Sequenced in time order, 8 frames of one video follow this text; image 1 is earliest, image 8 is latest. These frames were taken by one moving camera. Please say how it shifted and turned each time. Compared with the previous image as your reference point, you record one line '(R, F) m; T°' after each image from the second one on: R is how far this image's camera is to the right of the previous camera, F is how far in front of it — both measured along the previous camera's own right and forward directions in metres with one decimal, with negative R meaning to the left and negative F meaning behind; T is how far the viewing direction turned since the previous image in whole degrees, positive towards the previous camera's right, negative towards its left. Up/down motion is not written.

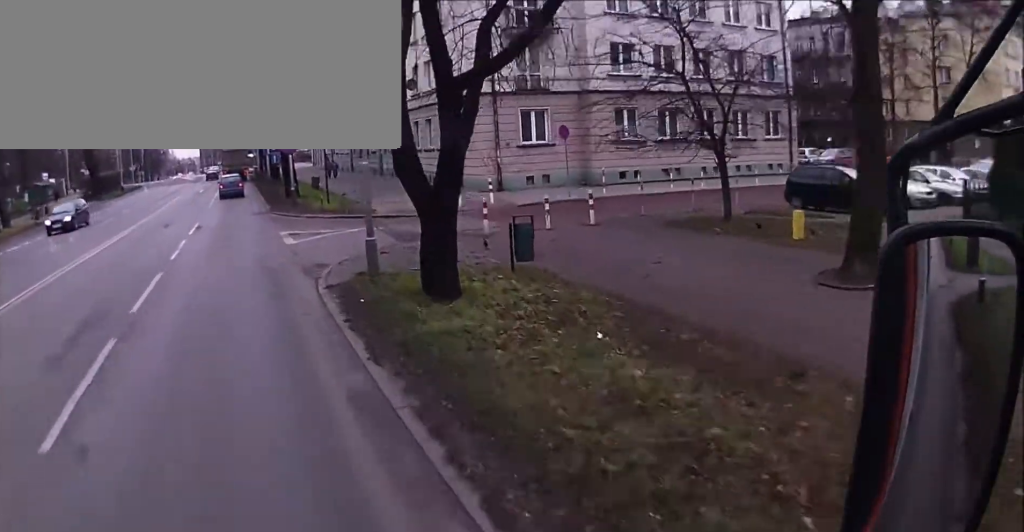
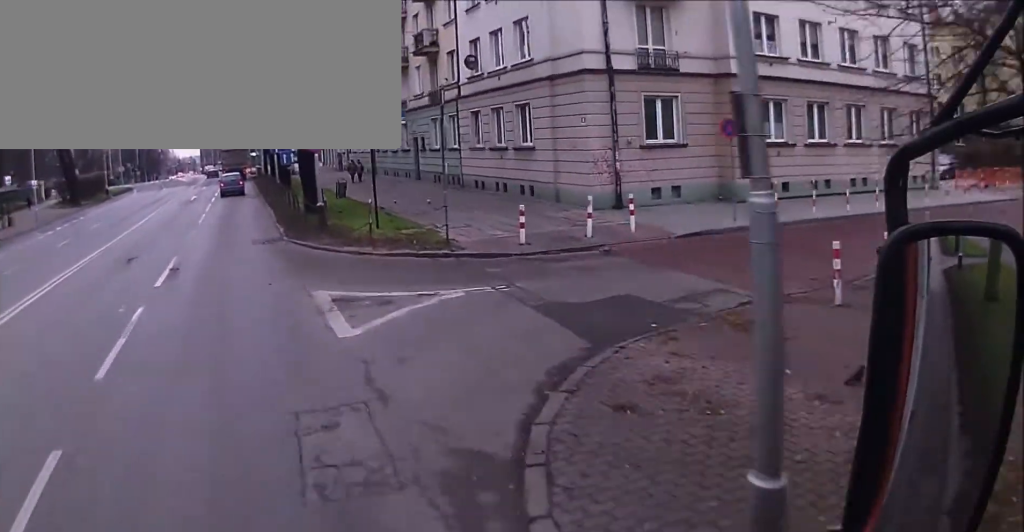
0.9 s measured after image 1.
(0.0, +9.8) m; 0°
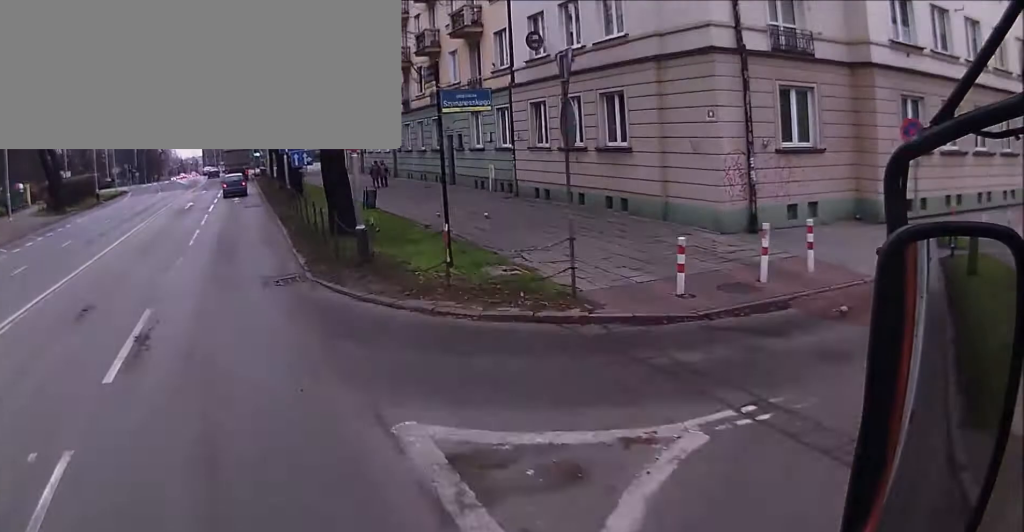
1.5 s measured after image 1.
(0.0, +6.1) m; 0°
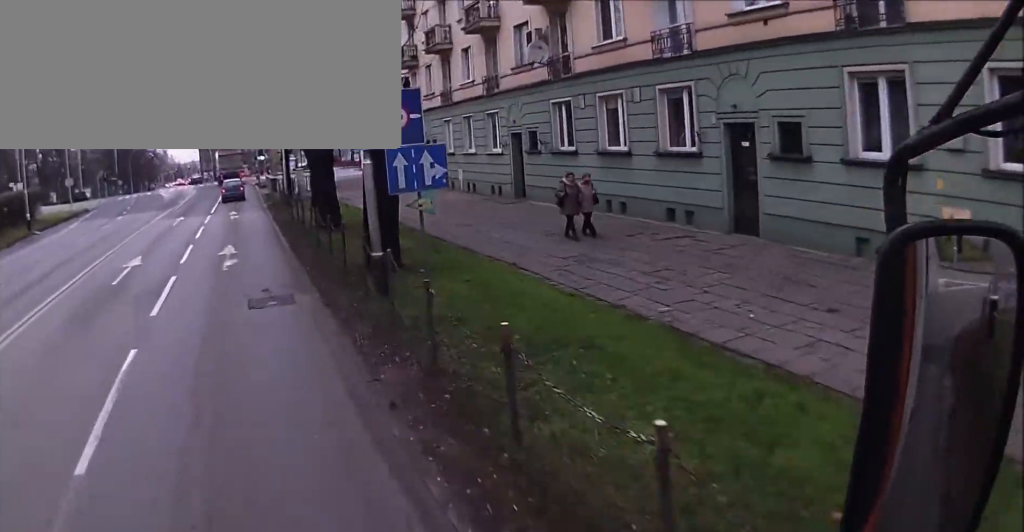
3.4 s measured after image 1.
(0.0, +21.3) m; -1°
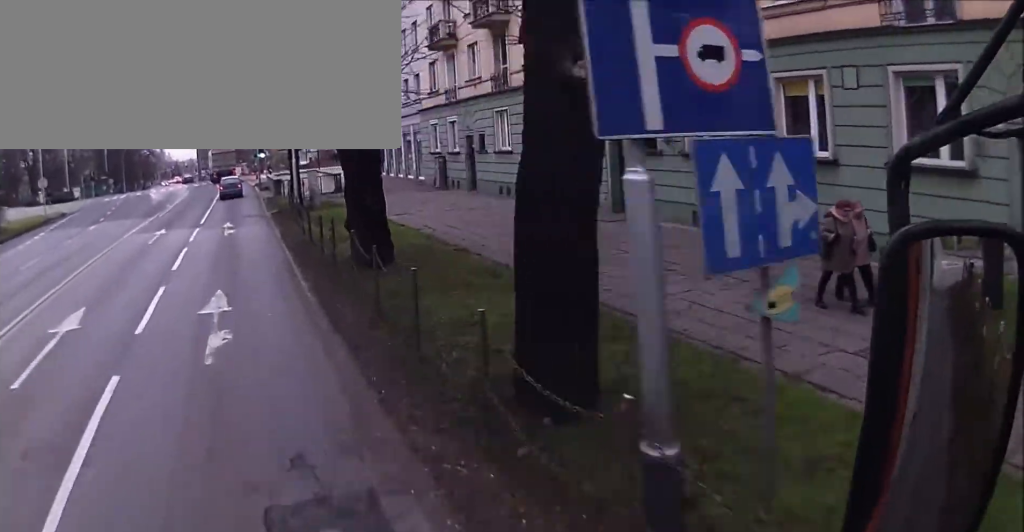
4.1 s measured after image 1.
(-0.1, +7.4) m; -1°
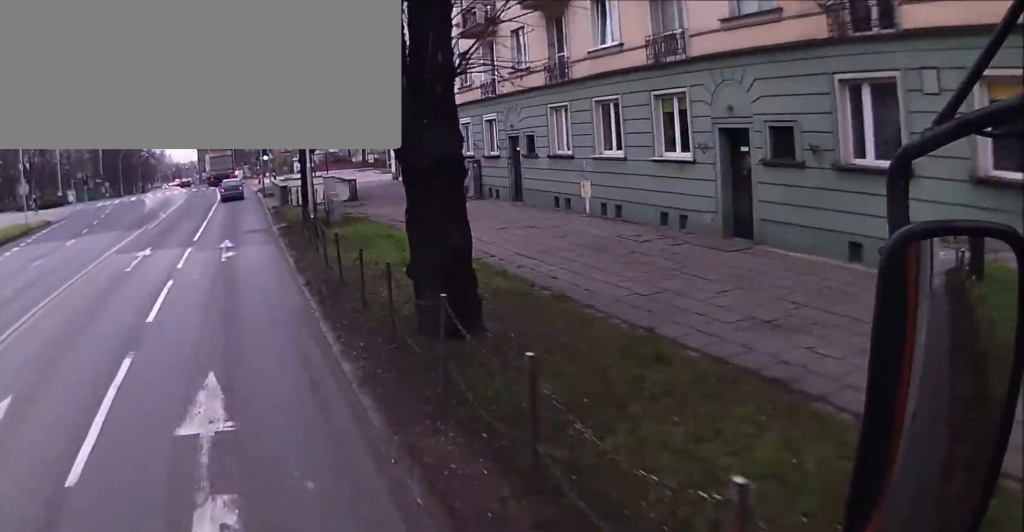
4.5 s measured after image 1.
(-0.1, +4.8) m; -1°
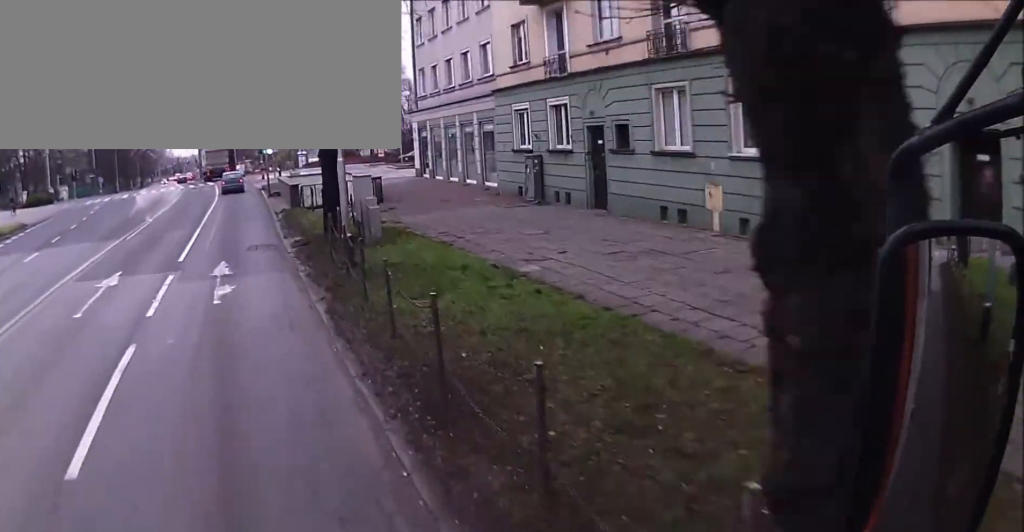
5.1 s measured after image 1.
(0.0, +6.1) m; 0°
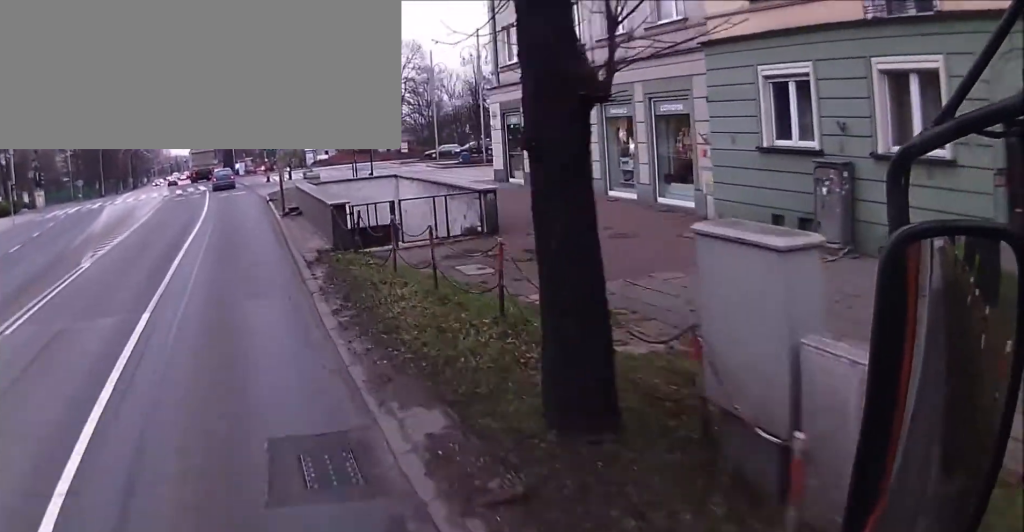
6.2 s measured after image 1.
(0.0, +13.6) m; +1°
